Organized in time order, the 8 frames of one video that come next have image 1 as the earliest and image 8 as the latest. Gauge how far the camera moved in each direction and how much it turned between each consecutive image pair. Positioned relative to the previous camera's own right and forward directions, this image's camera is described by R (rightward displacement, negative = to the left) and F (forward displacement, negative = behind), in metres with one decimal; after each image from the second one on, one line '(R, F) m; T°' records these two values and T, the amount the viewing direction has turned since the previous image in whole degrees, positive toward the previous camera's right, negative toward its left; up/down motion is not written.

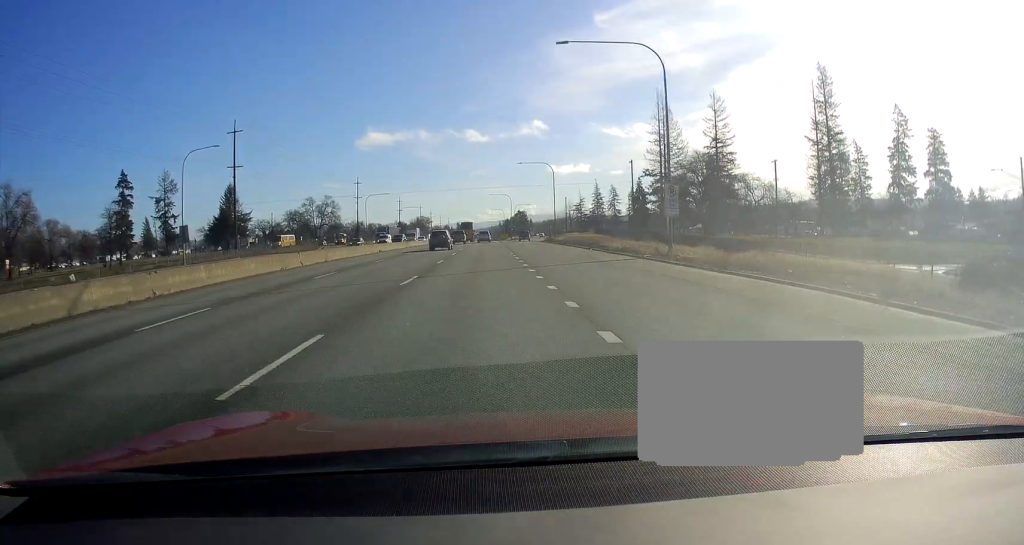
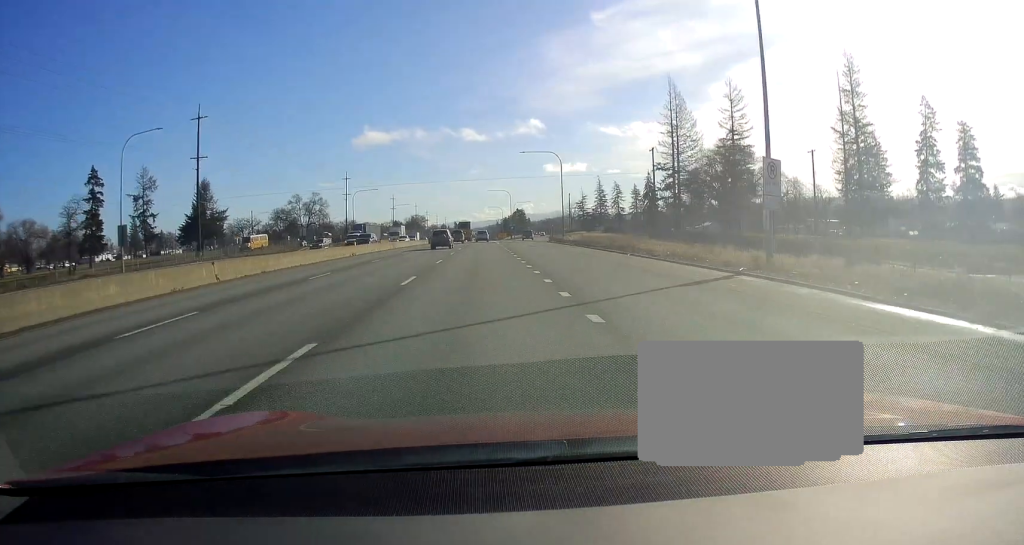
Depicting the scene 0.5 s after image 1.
(+0.1, +12.4) m; 0°
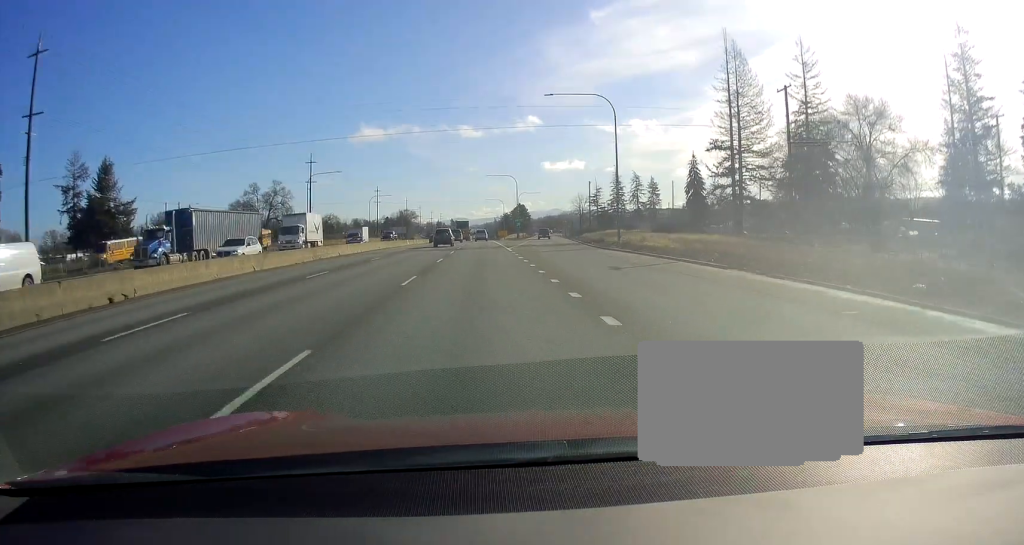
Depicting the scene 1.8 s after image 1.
(-0.5, +36.7) m; -2°
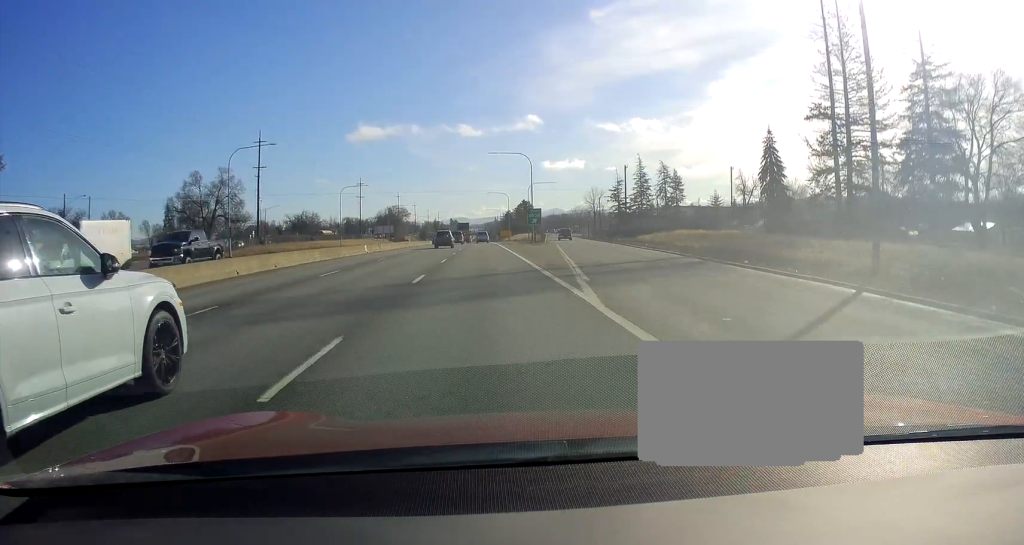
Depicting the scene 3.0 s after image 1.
(0.0, +35.1) m; +1°
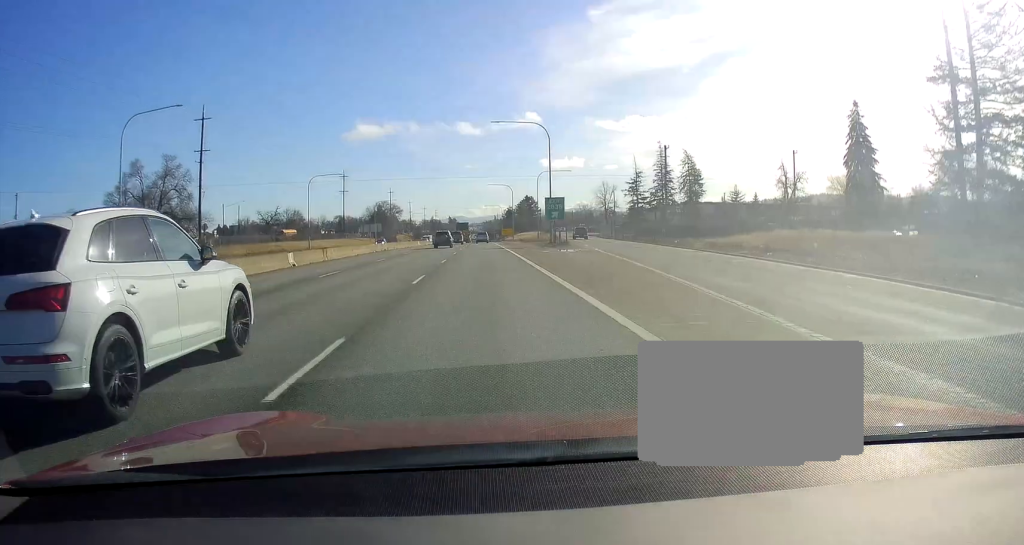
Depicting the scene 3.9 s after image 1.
(+0.1, +24.7) m; 0°
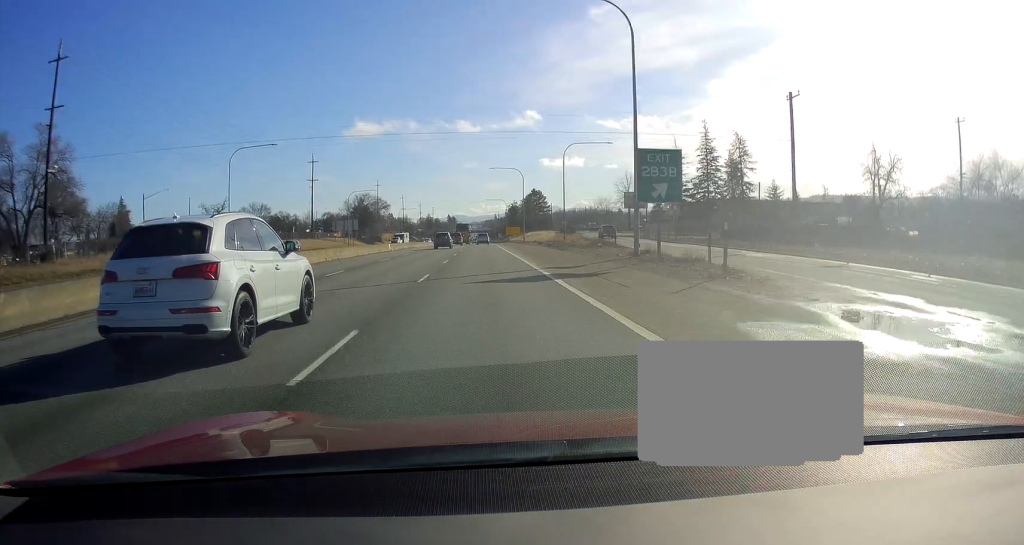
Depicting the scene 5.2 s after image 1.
(0.0, +35.3) m; +1°
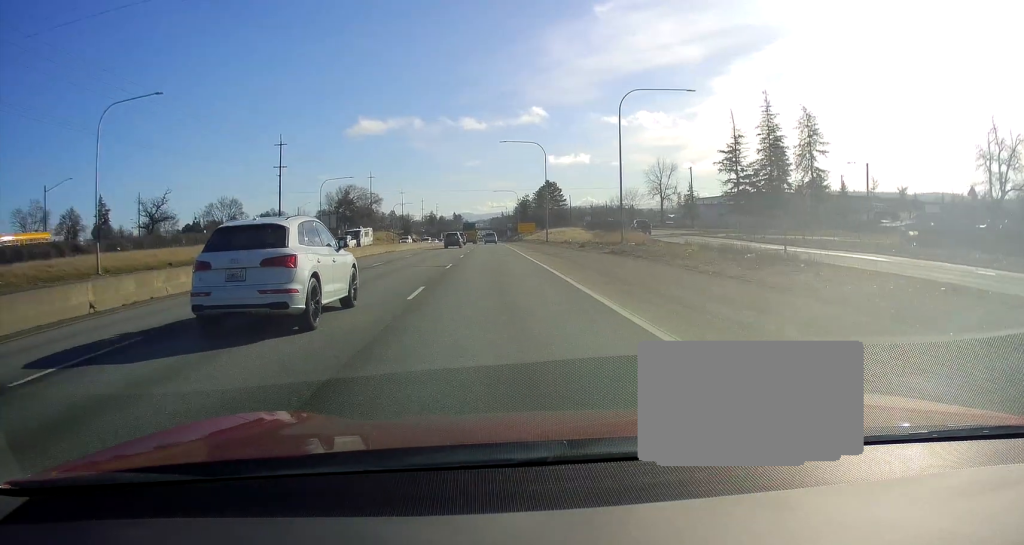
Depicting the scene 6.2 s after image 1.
(+0.5, +29.8) m; 0°
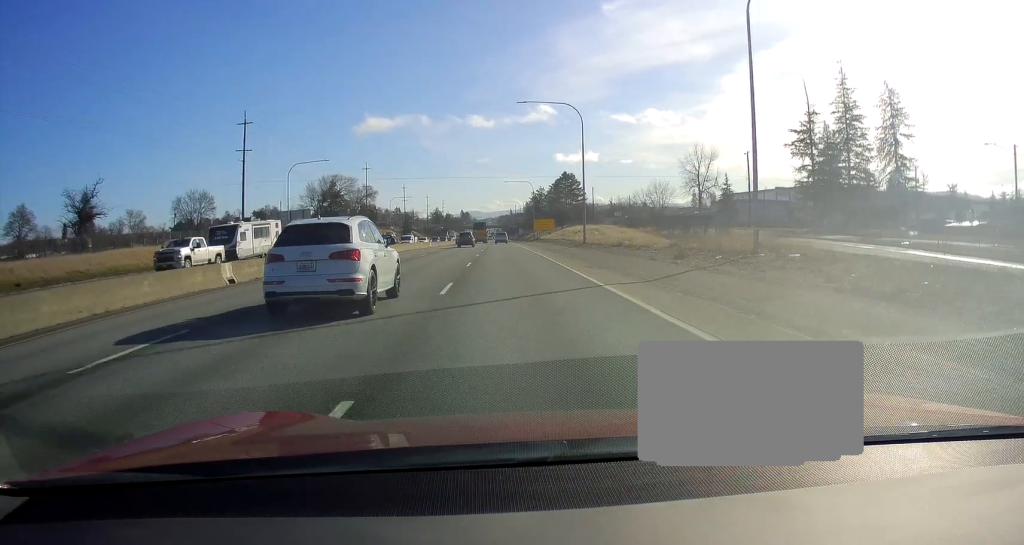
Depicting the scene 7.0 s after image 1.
(-0.4, +23.8) m; -2°
